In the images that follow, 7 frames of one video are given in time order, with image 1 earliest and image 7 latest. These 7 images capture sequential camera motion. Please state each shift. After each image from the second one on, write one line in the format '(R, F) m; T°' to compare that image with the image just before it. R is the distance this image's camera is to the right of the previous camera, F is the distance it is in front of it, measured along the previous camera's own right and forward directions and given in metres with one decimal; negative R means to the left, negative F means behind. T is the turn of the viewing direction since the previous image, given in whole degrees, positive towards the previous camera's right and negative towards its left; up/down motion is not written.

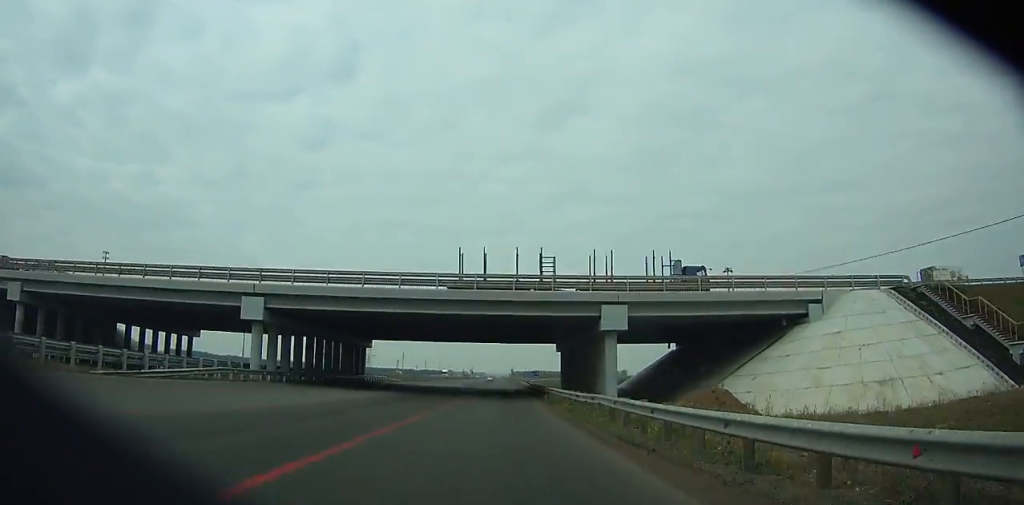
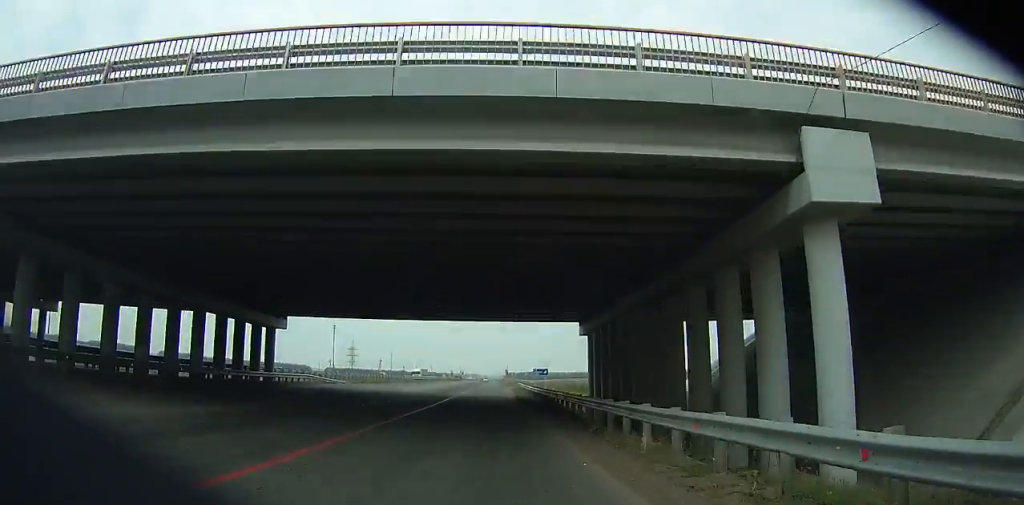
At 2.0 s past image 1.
(+3.0, +27.0) m; +8°
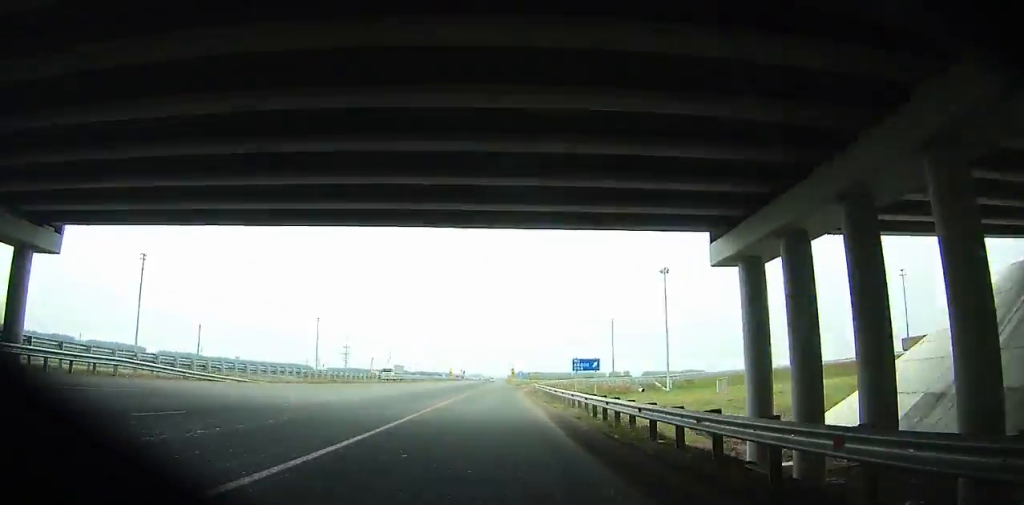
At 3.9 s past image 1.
(+1.3, +26.3) m; +3°
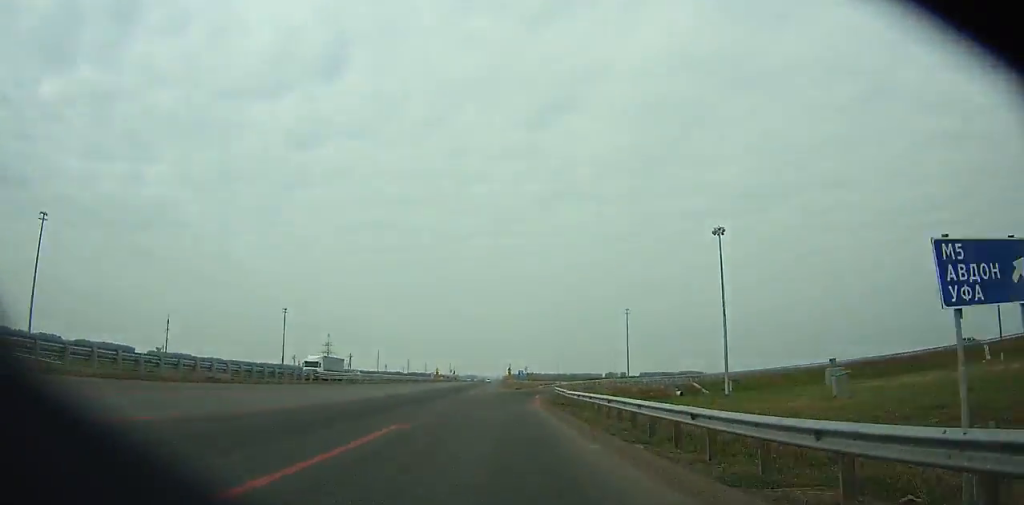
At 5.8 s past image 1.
(+0.2, +26.6) m; +1°
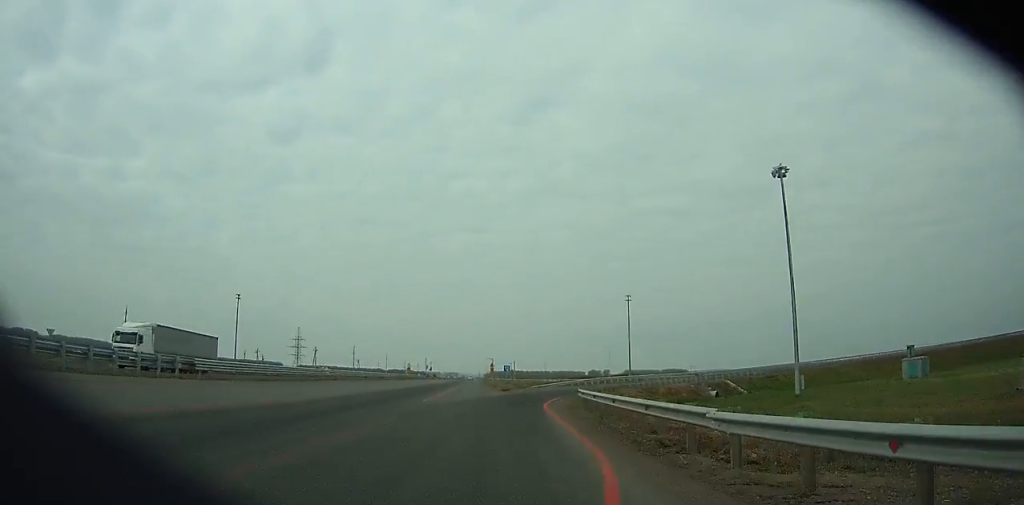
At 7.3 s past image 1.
(-0.1, +20.9) m; +1°
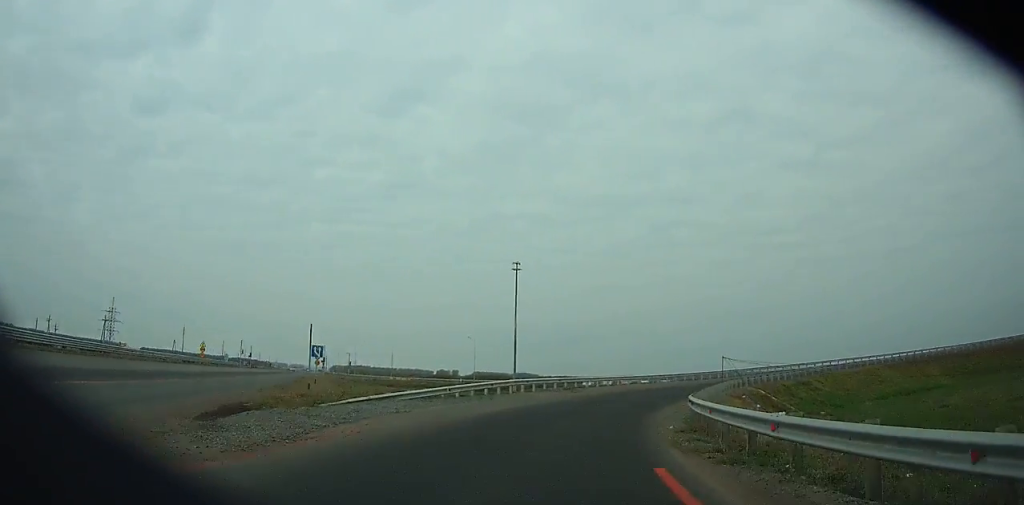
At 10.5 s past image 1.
(+1.8, +43.1) m; +10°
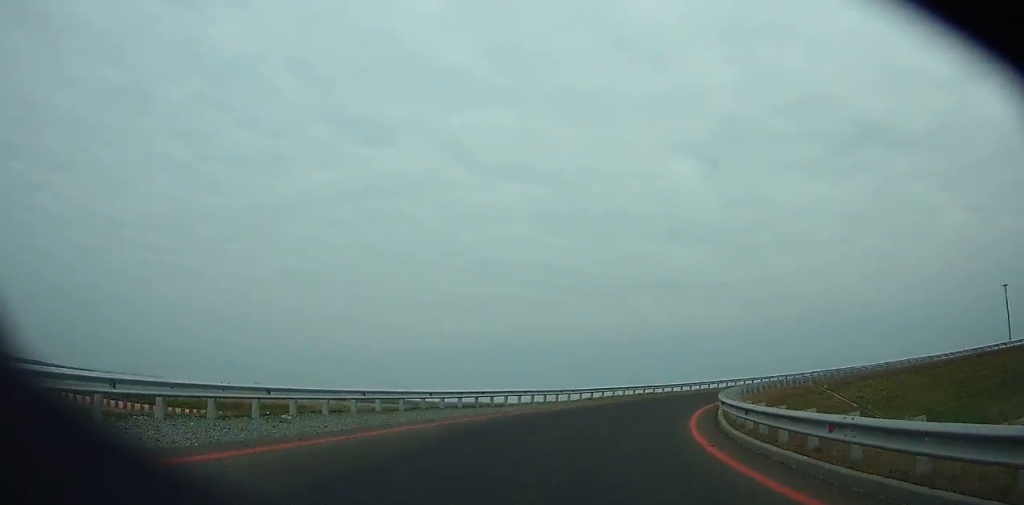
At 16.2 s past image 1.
(+26.4, +63.0) m; +55°
